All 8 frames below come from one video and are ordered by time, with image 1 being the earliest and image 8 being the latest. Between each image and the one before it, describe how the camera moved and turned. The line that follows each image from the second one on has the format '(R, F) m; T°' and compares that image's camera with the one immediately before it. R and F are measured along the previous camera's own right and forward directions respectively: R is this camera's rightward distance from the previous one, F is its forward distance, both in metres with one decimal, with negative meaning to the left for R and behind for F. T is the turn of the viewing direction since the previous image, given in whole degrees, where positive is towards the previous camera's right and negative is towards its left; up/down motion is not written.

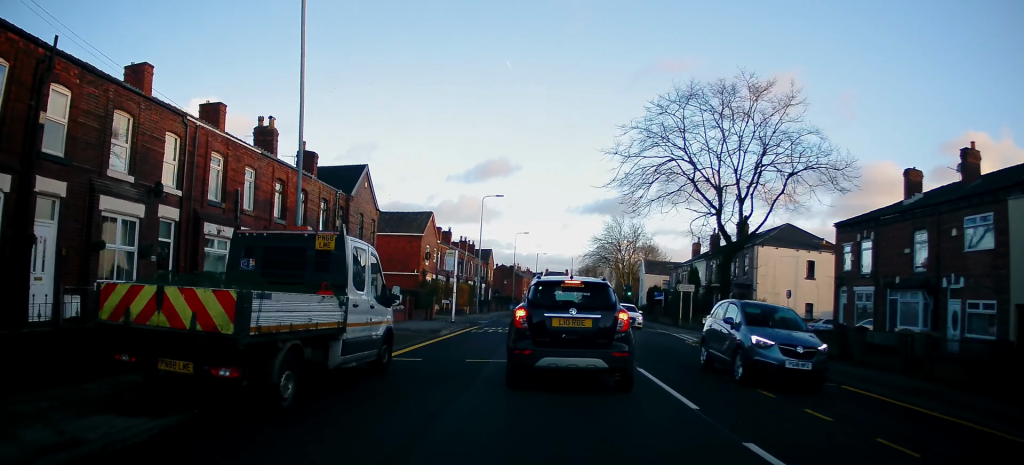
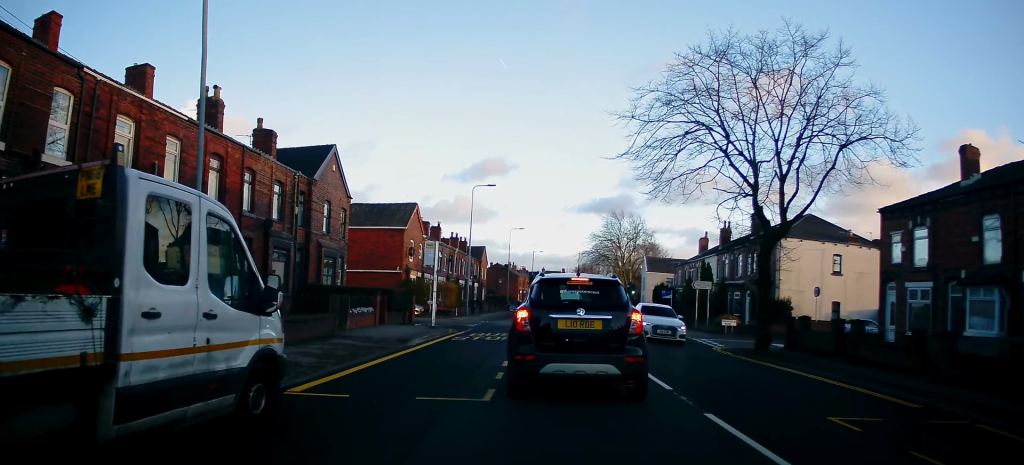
(+0.2, +4.8) m; -2°
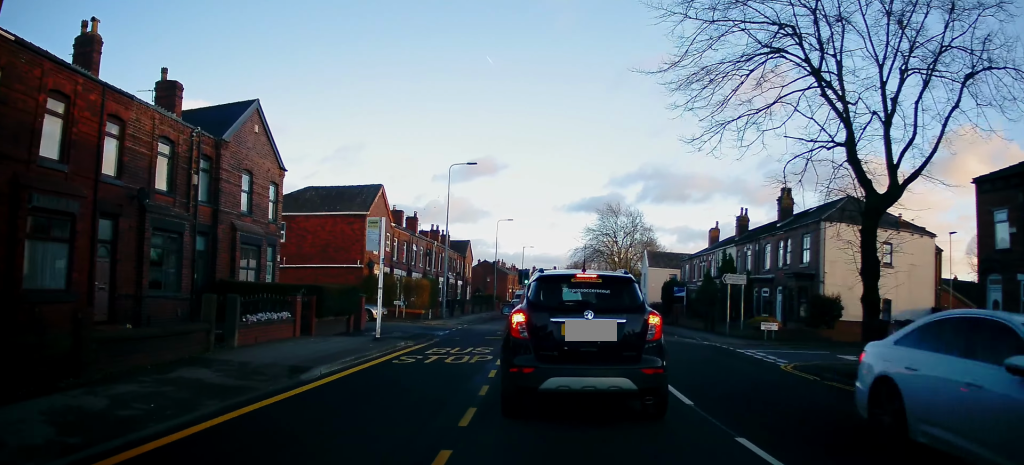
(-0.4, +6.8) m; +1°
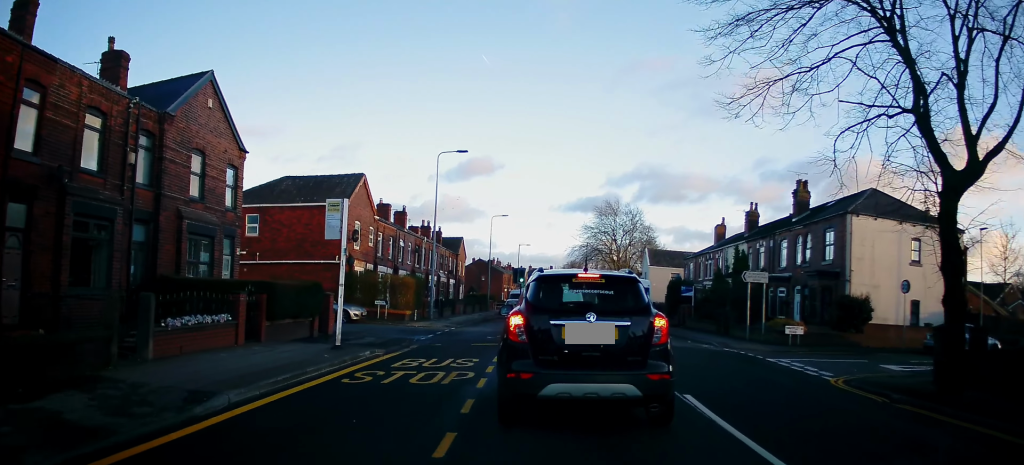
(+0.2, +3.1) m; +6°
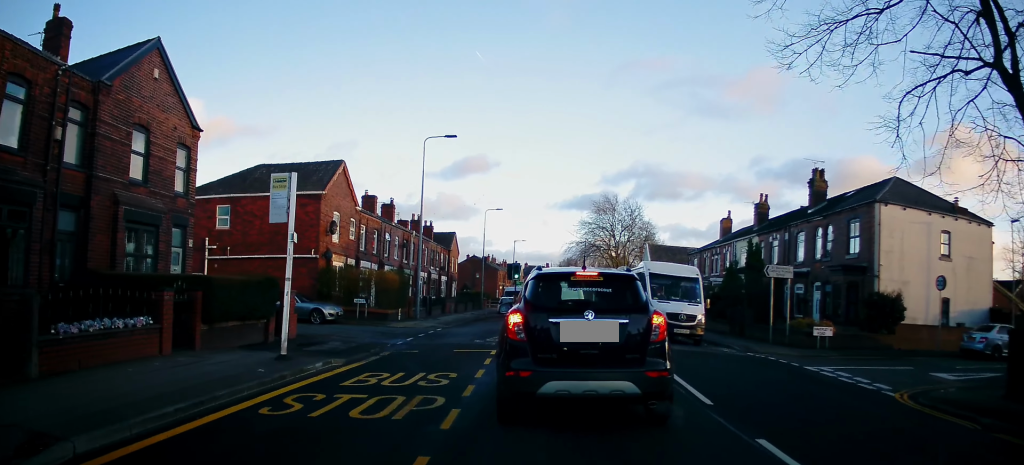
(+0.3, +2.9) m; +1°
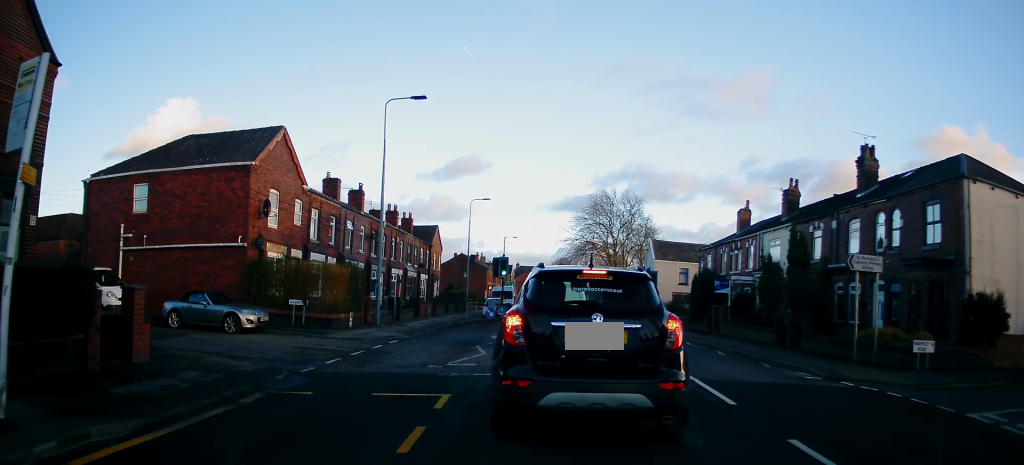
(-0.1, +6.3) m; +6°
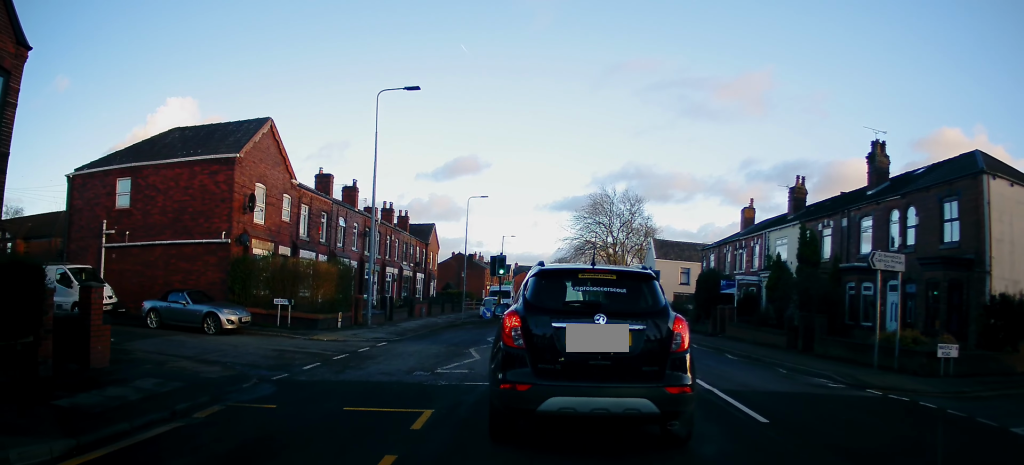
(0.0, +1.2) m; 0°
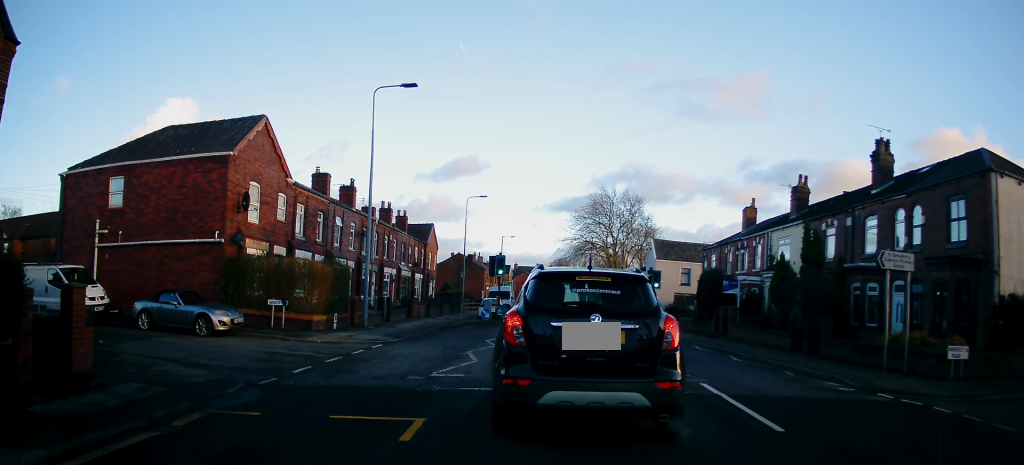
(-0.3, +0.5) m; 0°
